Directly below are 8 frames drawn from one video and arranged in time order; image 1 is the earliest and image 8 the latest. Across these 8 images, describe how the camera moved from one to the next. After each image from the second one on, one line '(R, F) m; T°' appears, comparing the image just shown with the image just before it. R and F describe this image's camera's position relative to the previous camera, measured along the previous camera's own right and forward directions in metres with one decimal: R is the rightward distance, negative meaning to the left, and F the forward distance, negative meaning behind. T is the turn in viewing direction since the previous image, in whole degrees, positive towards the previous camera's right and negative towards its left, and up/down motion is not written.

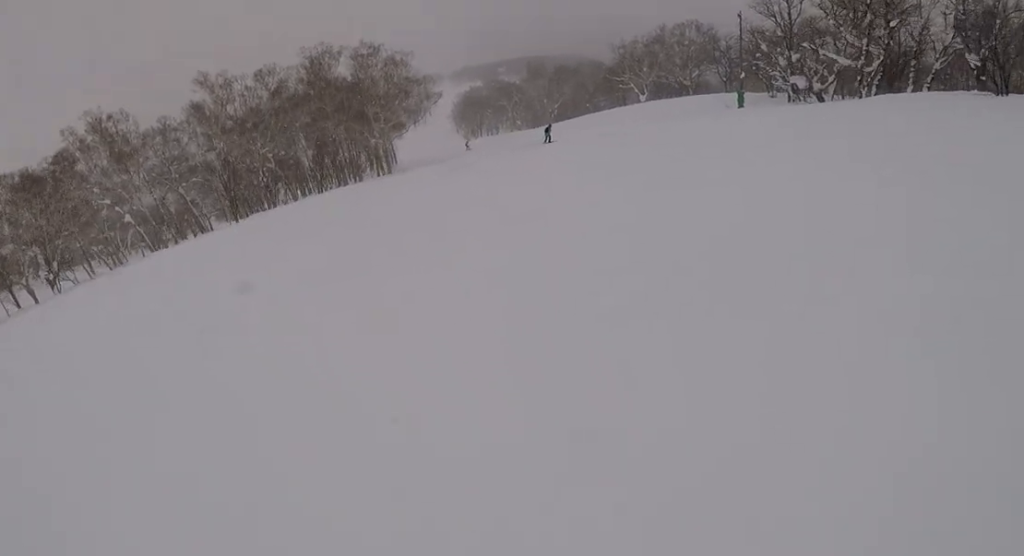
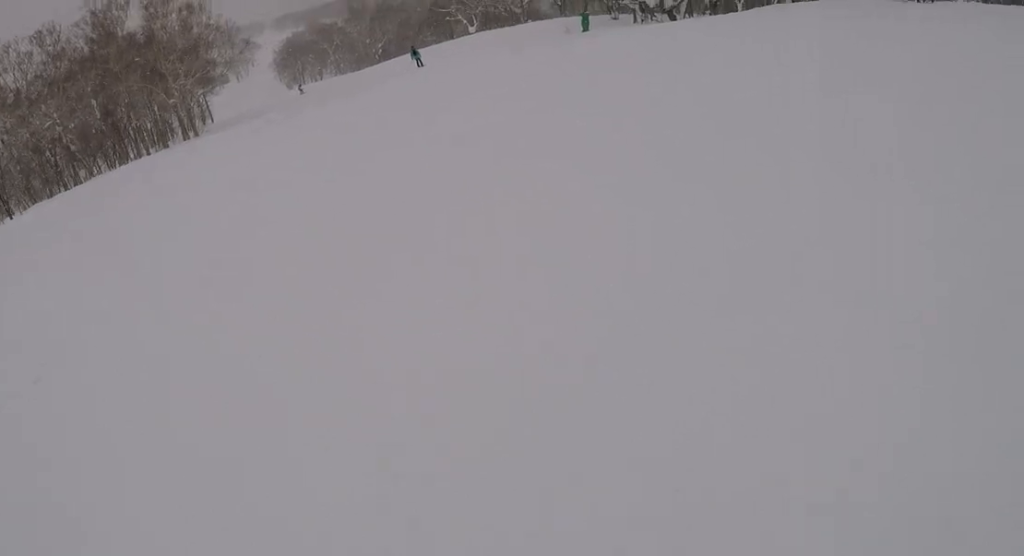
(+0.9, +7.3) m; +1°
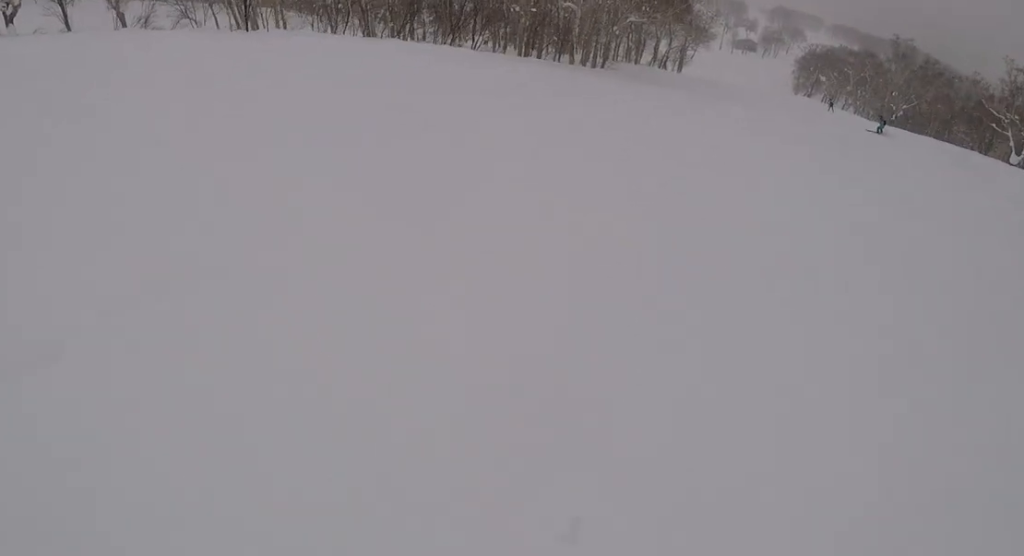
(-6.3, +21.9) m; -22°
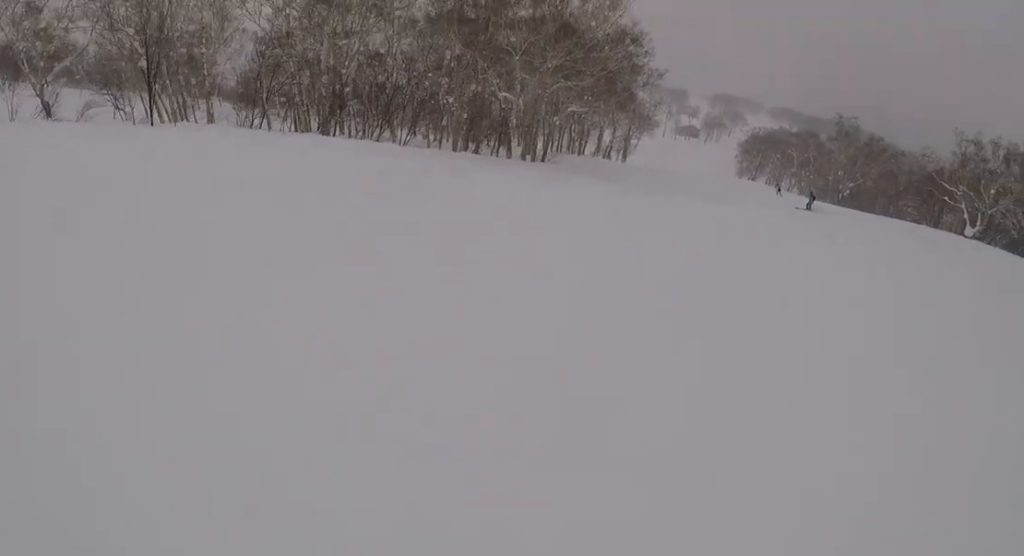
(+0.3, +4.1) m; +4°
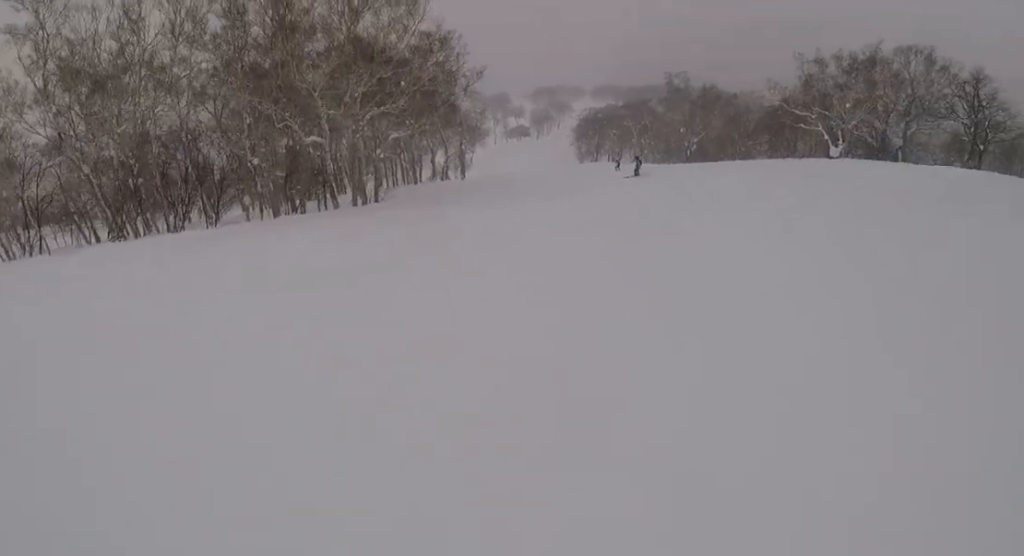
(+0.6, +5.2) m; +7°
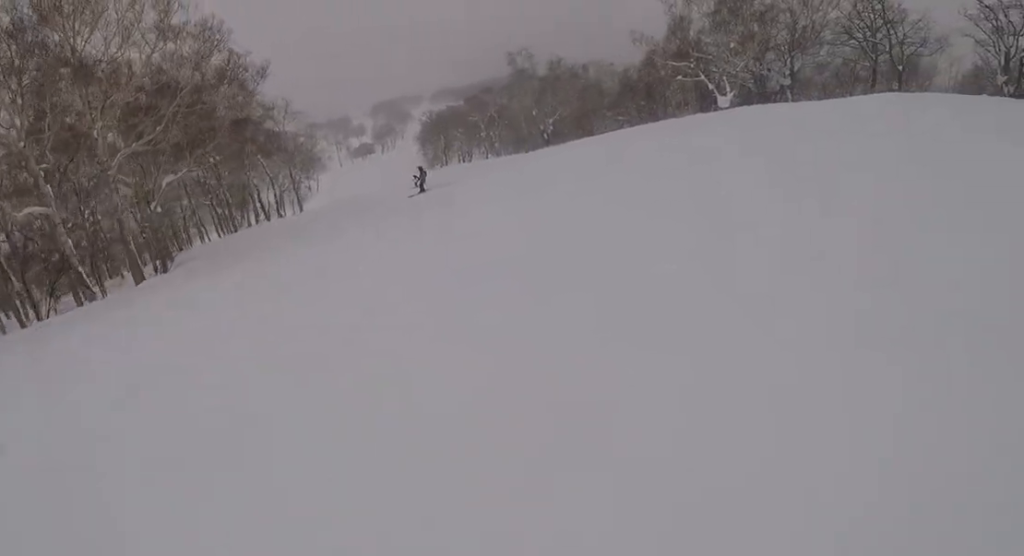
(+0.9, +10.9) m; +6°
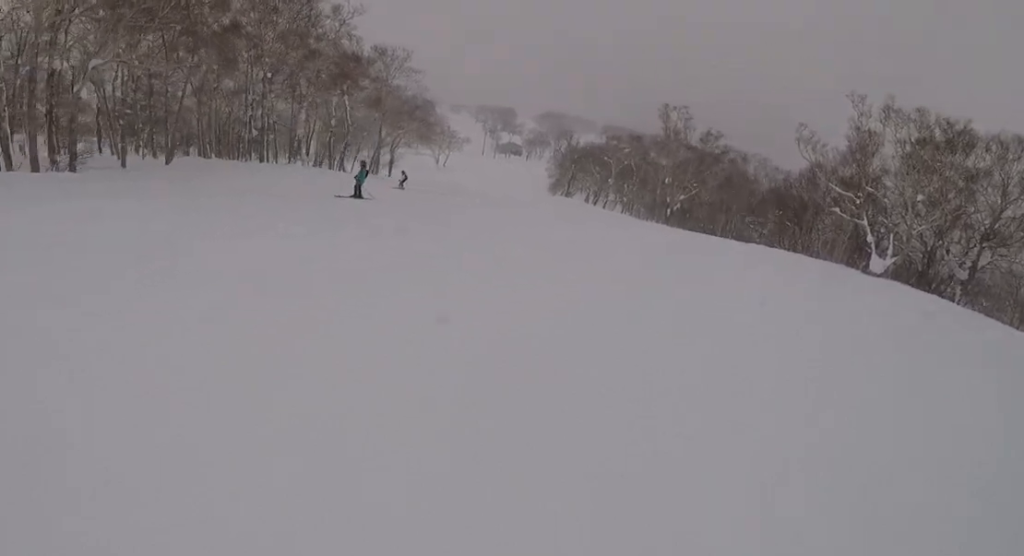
(-0.1, +12.7) m; -7°
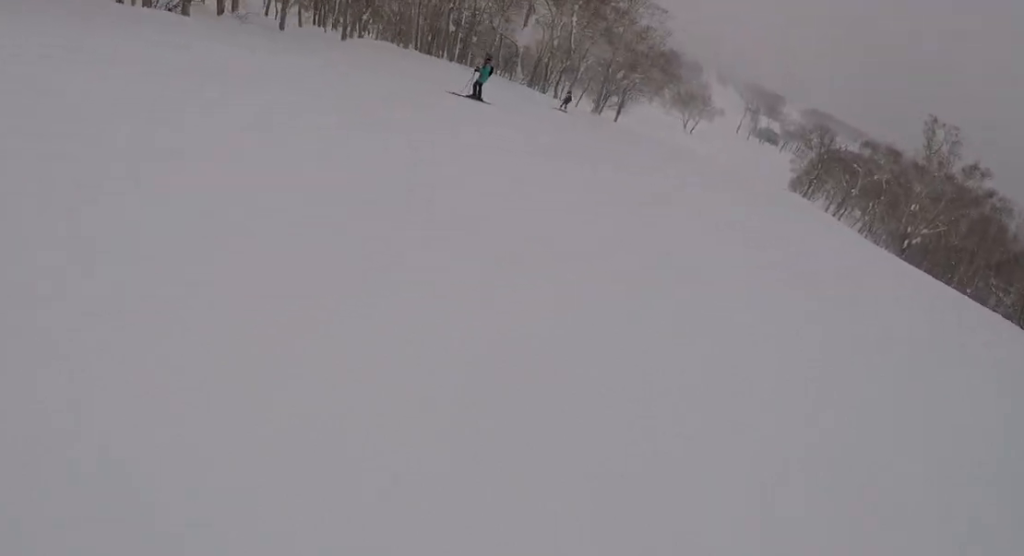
(-0.4, +6.1) m; -18°
